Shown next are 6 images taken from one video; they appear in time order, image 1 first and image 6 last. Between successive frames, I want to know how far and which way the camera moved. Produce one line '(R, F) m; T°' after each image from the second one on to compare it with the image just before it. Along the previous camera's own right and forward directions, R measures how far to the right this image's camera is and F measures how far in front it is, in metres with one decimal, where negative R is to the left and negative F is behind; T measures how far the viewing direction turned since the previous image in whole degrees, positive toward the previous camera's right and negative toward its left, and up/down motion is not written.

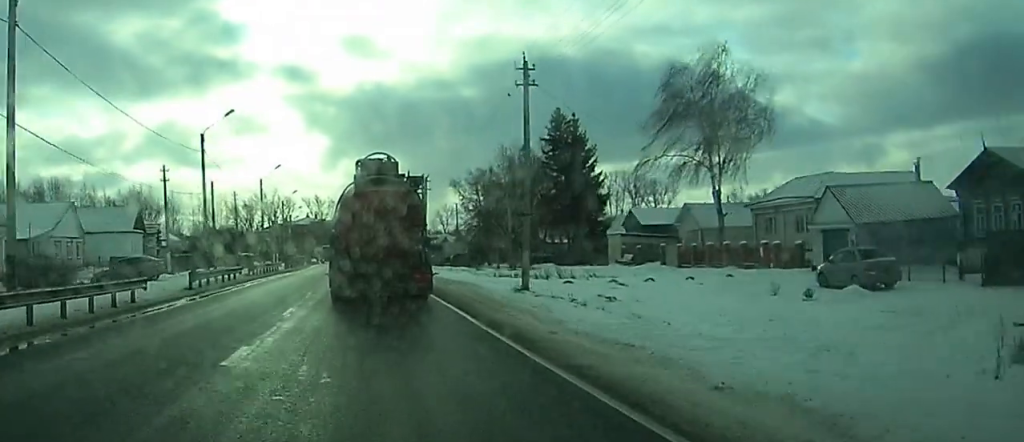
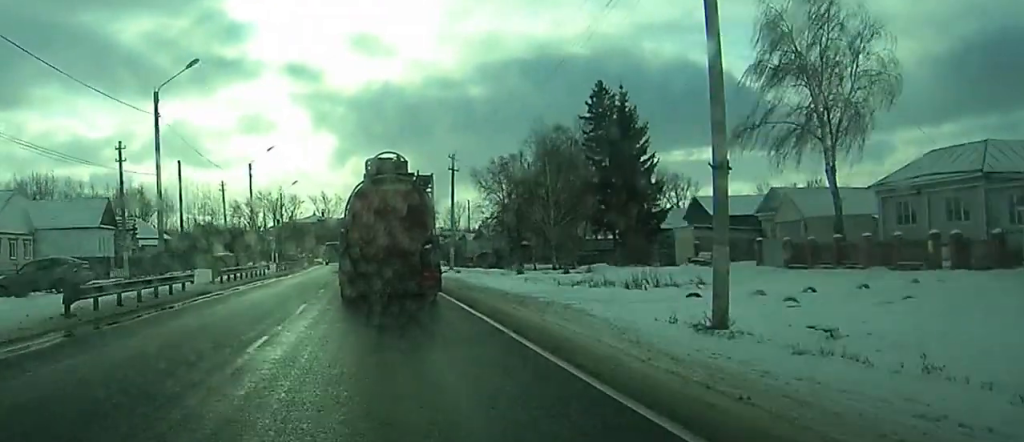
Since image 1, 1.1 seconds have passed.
(-0.1, +14.3) m; -1°
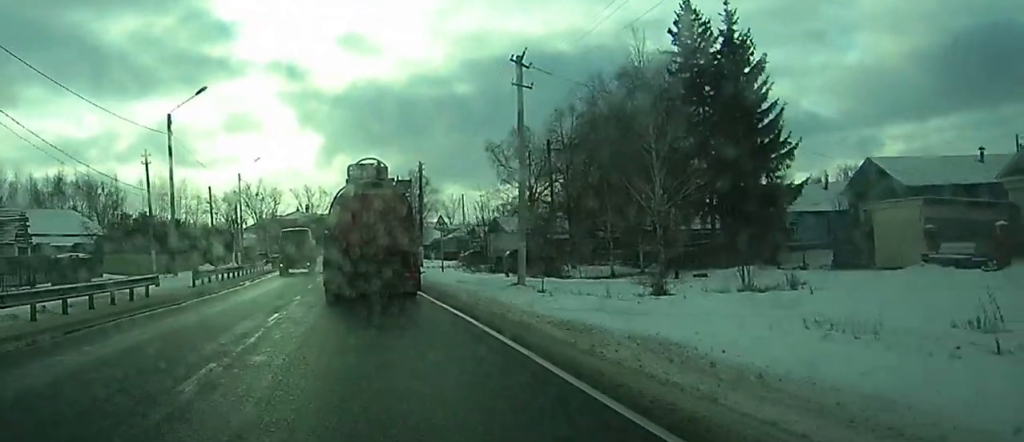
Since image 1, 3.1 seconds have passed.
(-0.2, +28.0) m; 0°
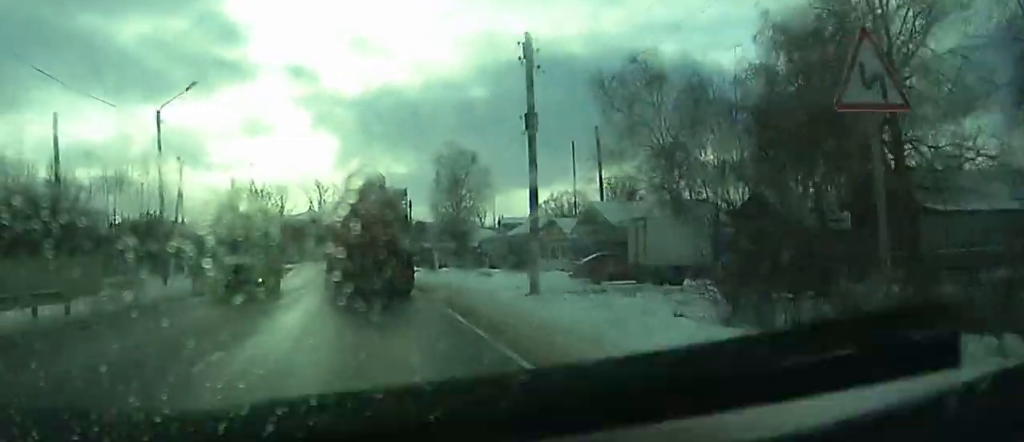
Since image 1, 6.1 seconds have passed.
(0.0, +39.4) m; +1°
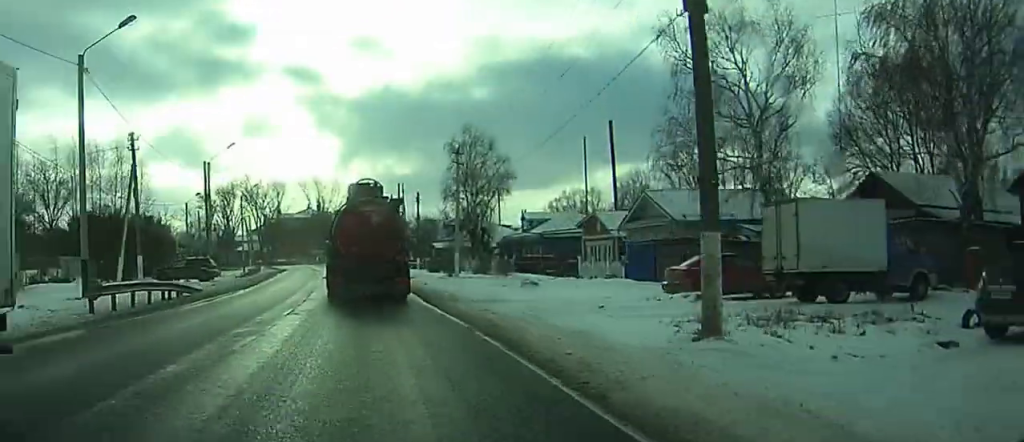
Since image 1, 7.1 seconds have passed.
(+0.1, +12.4) m; +1°
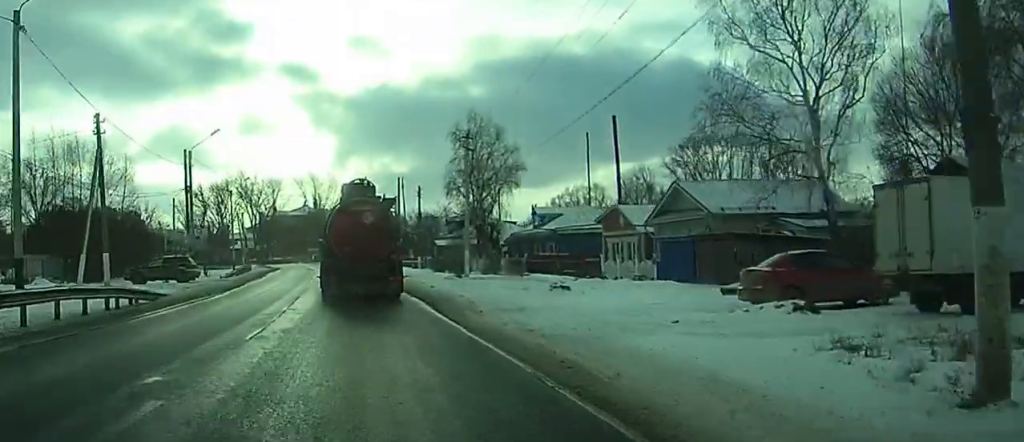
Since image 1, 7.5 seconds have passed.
(0.0, +5.8) m; 0°
